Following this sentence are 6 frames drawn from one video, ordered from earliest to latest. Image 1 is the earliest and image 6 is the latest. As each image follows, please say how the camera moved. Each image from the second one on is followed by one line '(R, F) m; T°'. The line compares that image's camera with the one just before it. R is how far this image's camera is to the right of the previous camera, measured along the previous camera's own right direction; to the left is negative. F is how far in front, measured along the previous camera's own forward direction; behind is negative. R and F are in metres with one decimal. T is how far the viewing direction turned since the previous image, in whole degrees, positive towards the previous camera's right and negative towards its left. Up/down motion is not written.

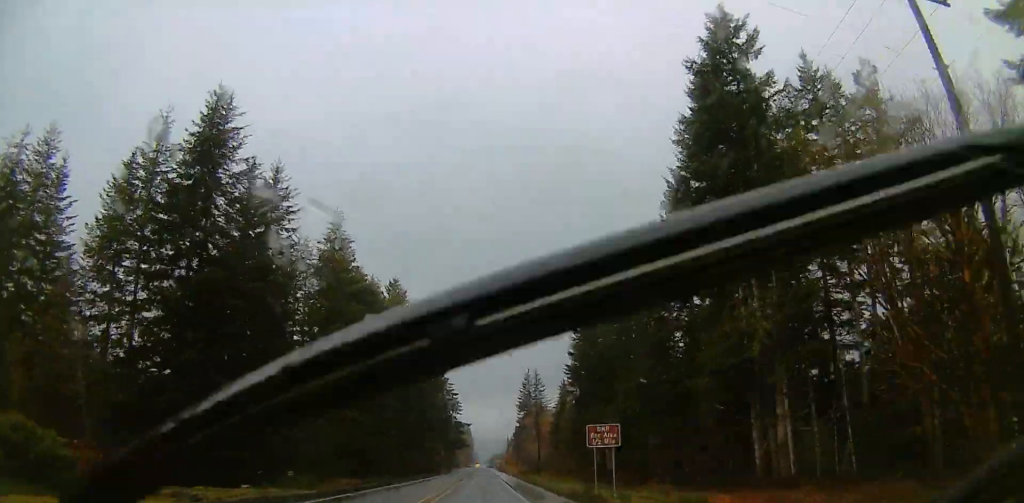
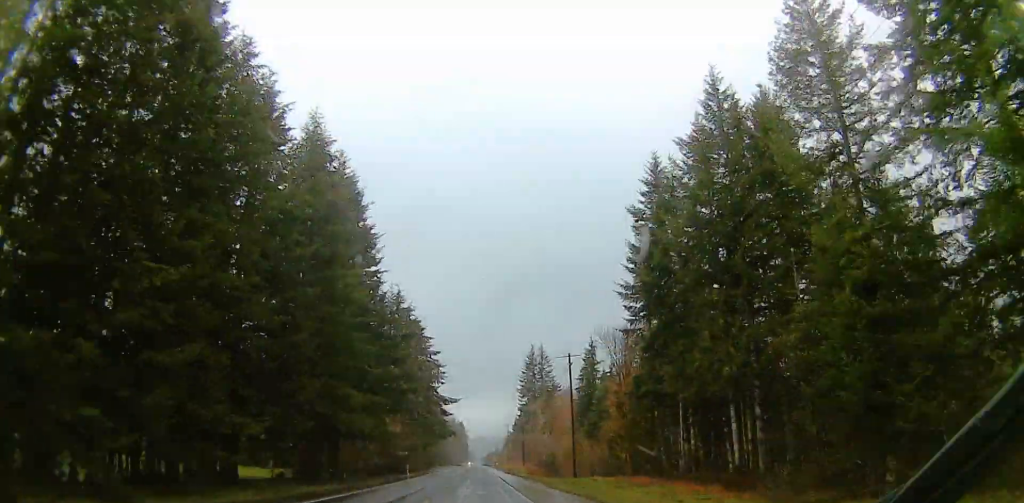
(-2.5, +54.6) m; -3°
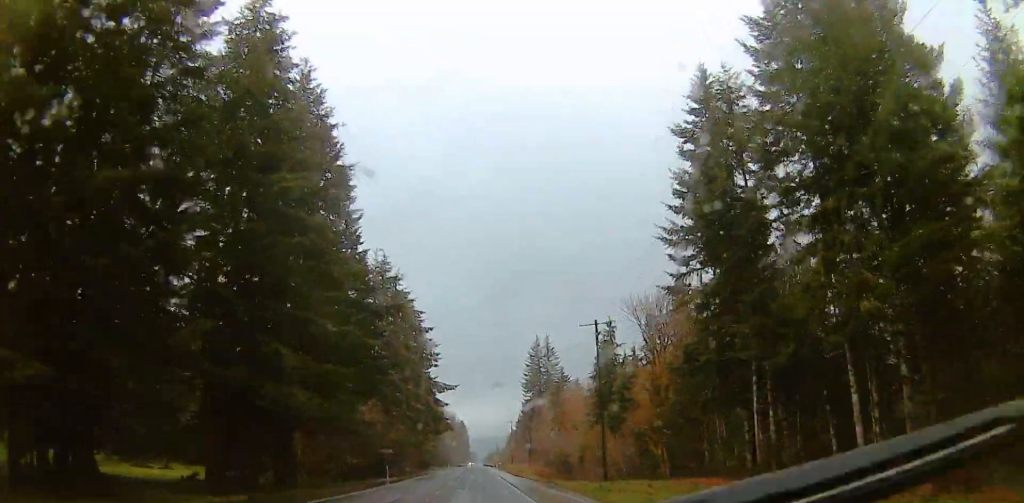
(0.0, +17.7) m; 0°
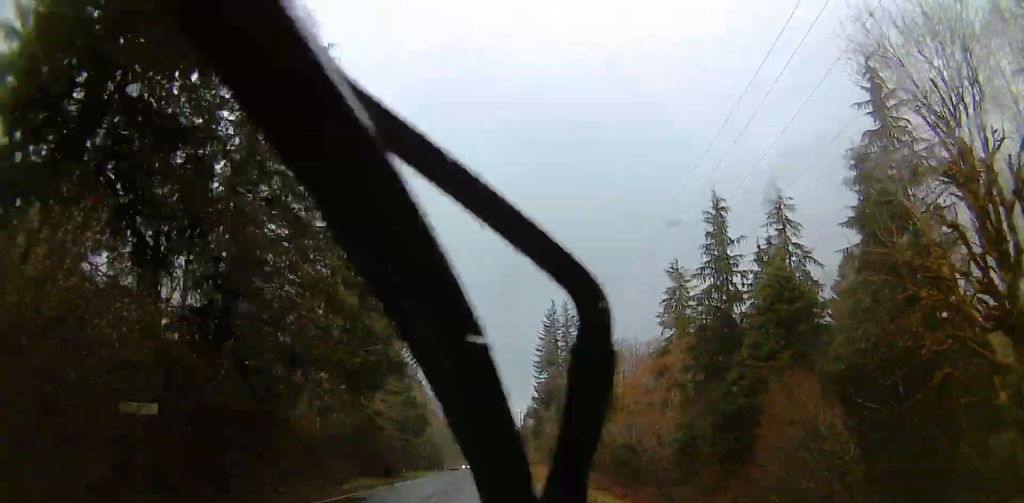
(0.0, +52.8) m; 0°
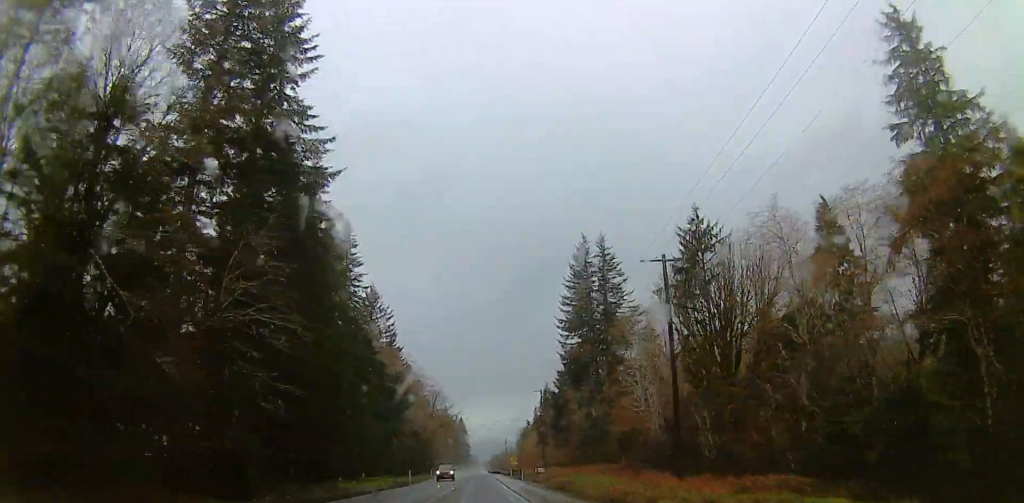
(-0.9, +50.9) m; 0°
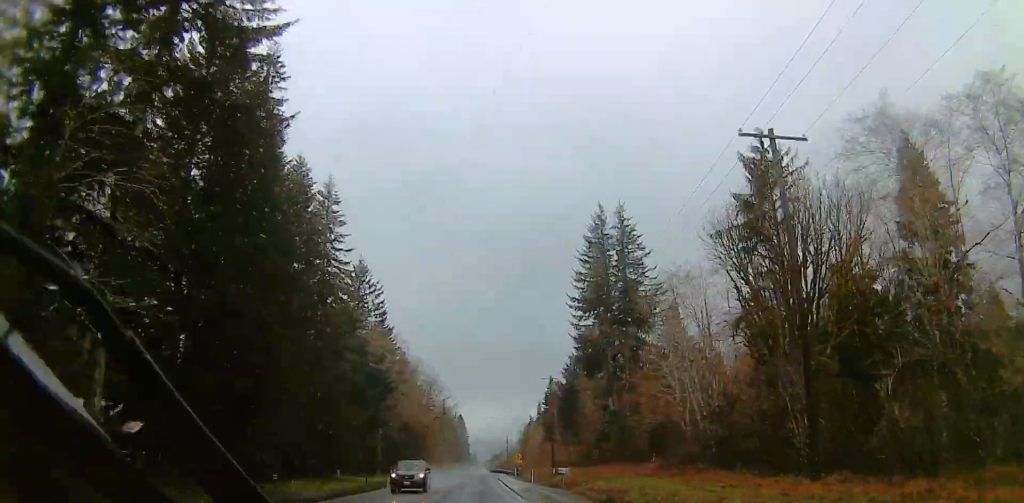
(+1.0, +14.4) m; -1°
